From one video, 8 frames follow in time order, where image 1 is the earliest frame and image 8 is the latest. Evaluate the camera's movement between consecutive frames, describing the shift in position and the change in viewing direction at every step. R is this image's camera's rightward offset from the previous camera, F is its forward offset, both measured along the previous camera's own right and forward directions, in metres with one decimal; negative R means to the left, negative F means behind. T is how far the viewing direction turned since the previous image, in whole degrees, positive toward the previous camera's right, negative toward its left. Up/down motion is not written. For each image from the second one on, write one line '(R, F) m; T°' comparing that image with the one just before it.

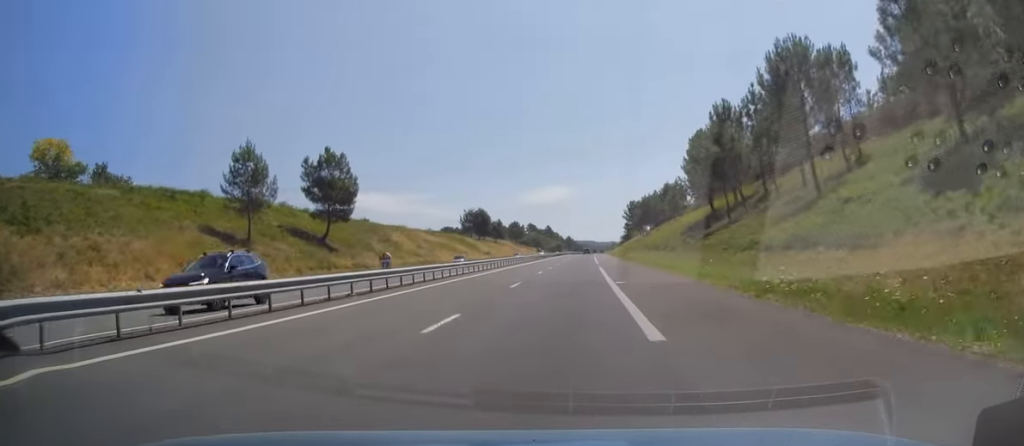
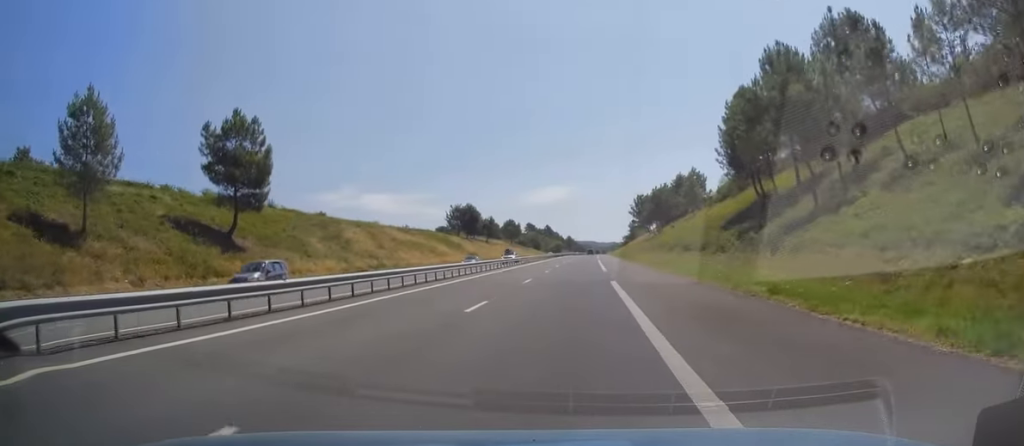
(0.0, +22.1) m; 0°
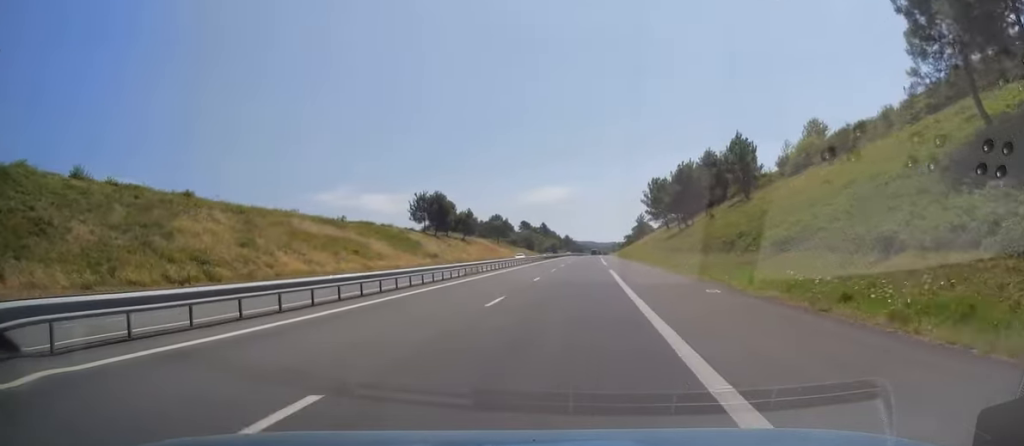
(+0.1, +37.8) m; 0°
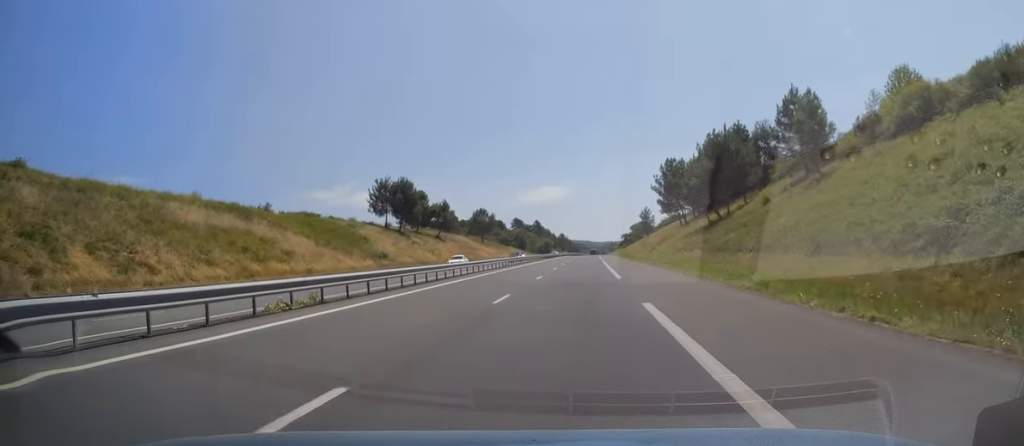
(-0.1, +25.5) m; 0°
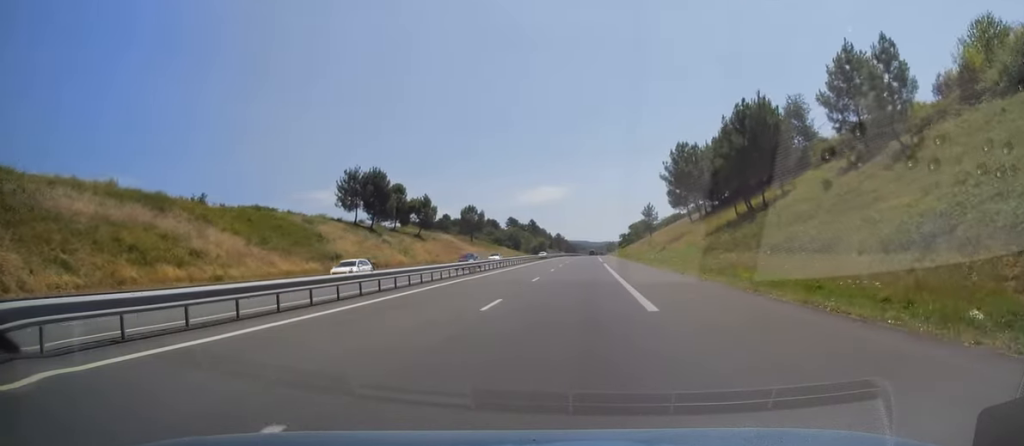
(0.0, +14.7) m; 0°
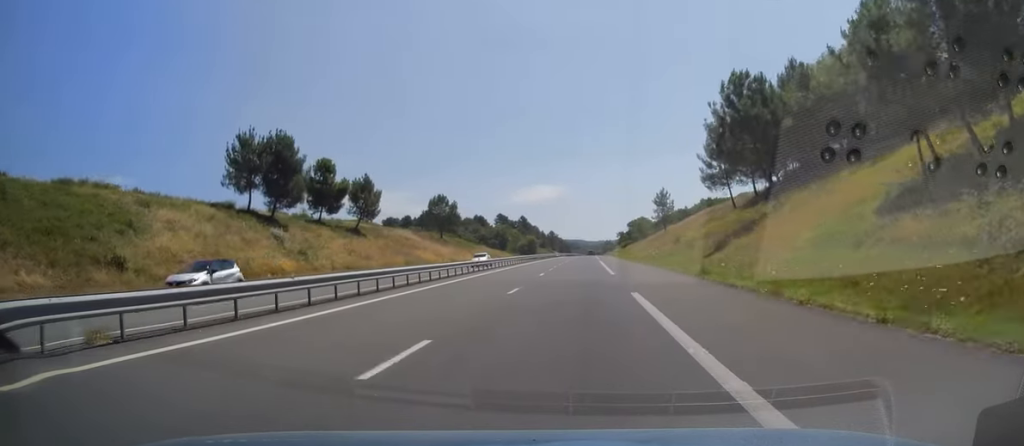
(+0.3, +33.9) m; 0°
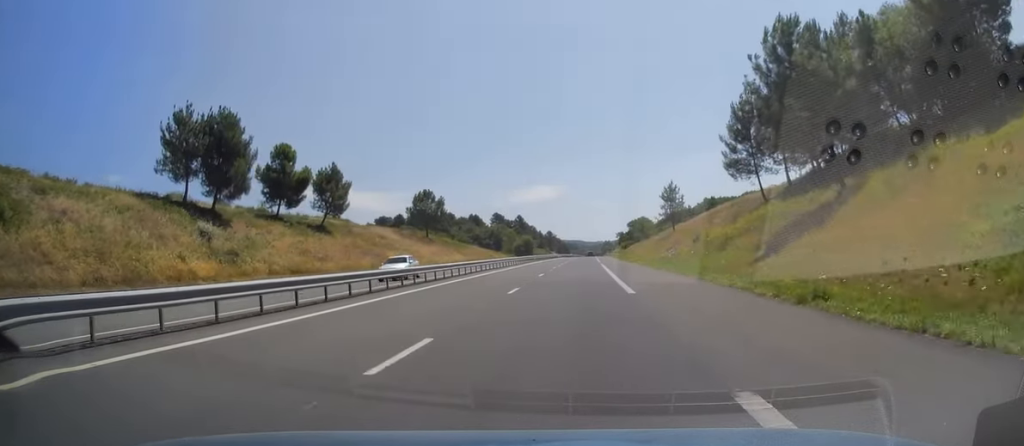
(+0.1, +12.8) m; 0°
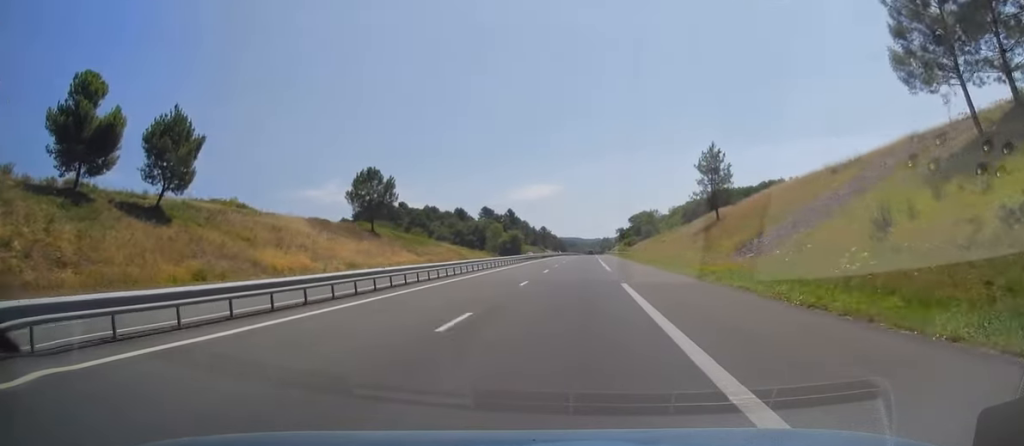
(-0.3, +35.3) m; 0°
